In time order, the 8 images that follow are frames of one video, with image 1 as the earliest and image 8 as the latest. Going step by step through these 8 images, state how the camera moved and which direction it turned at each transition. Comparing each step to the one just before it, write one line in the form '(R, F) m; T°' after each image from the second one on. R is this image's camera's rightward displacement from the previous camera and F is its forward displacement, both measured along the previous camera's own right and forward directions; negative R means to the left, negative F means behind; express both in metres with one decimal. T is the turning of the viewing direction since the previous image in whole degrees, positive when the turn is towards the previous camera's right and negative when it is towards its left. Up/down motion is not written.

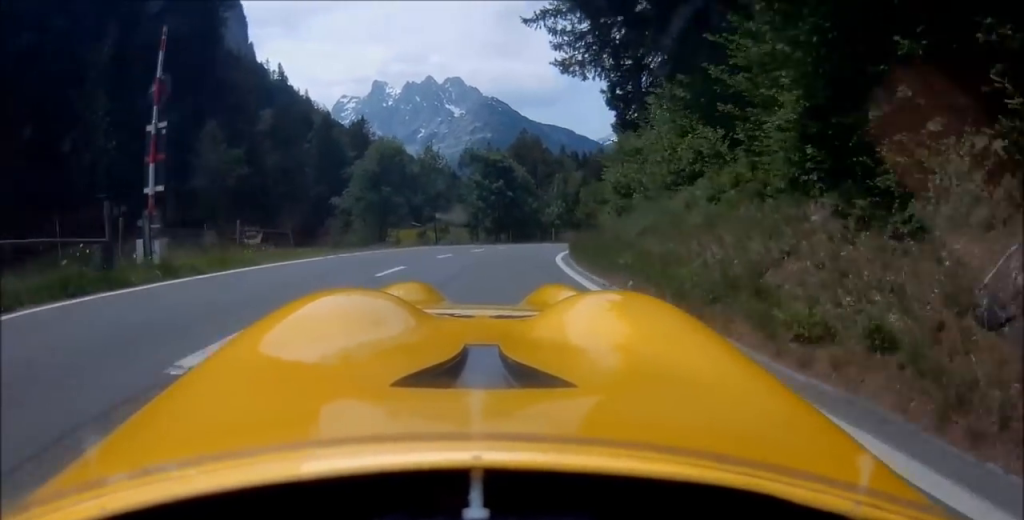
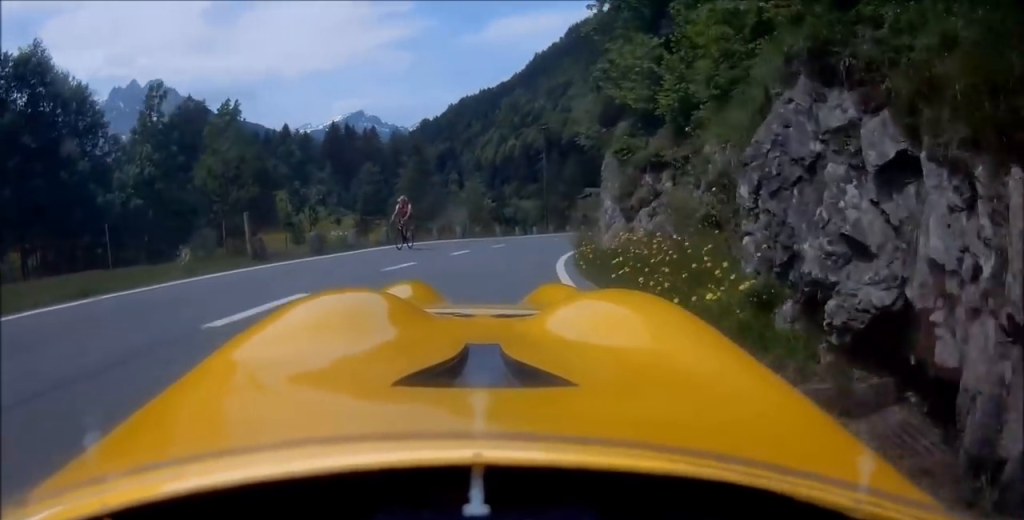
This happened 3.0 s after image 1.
(+11.6, +47.1) m; +36°
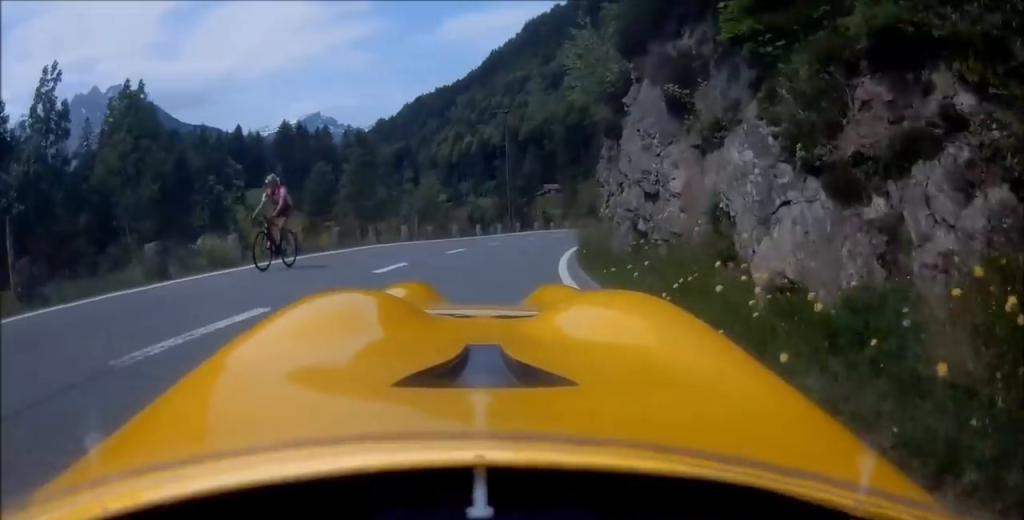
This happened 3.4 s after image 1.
(+0.1, +6.3) m; +6°
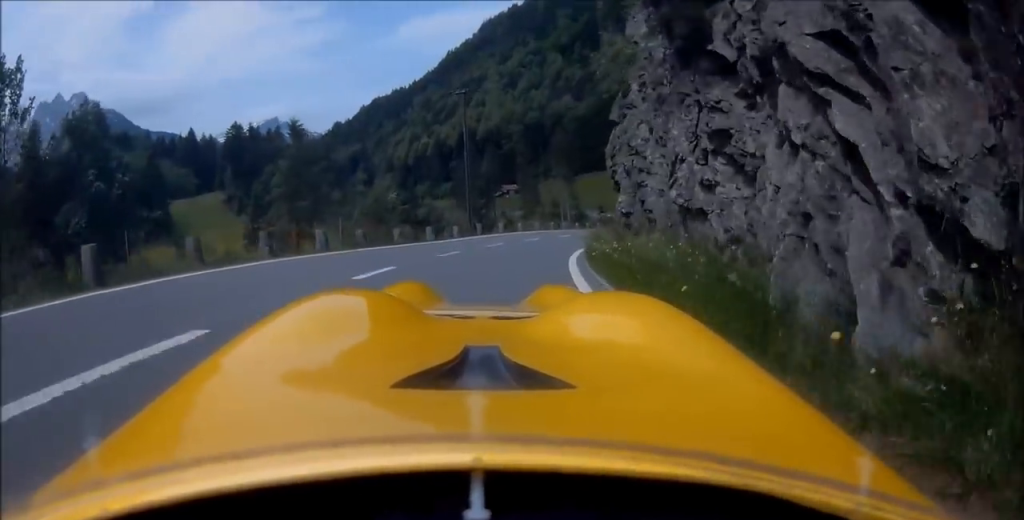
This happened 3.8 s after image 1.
(+0.7, +6.5) m; +3°
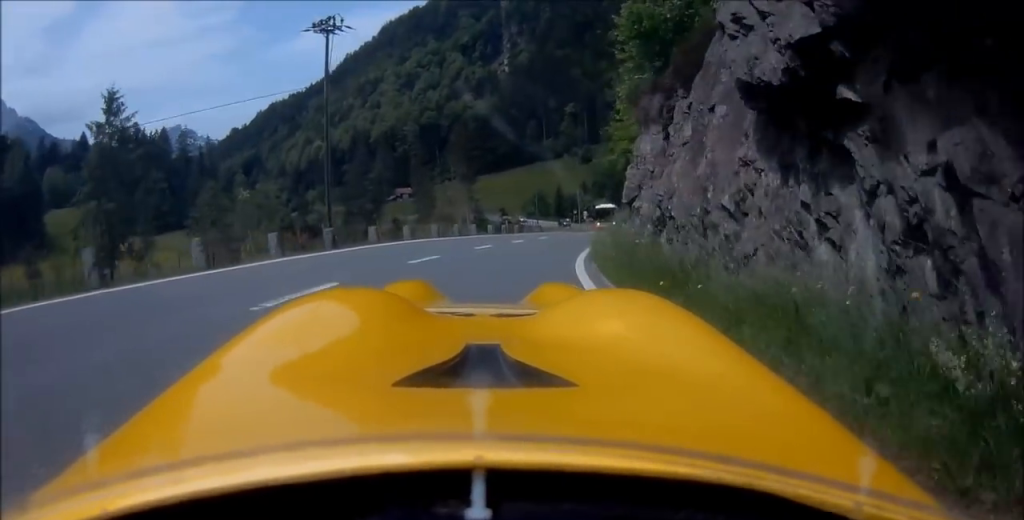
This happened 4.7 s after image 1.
(+0.7, +12.4) m; +8°
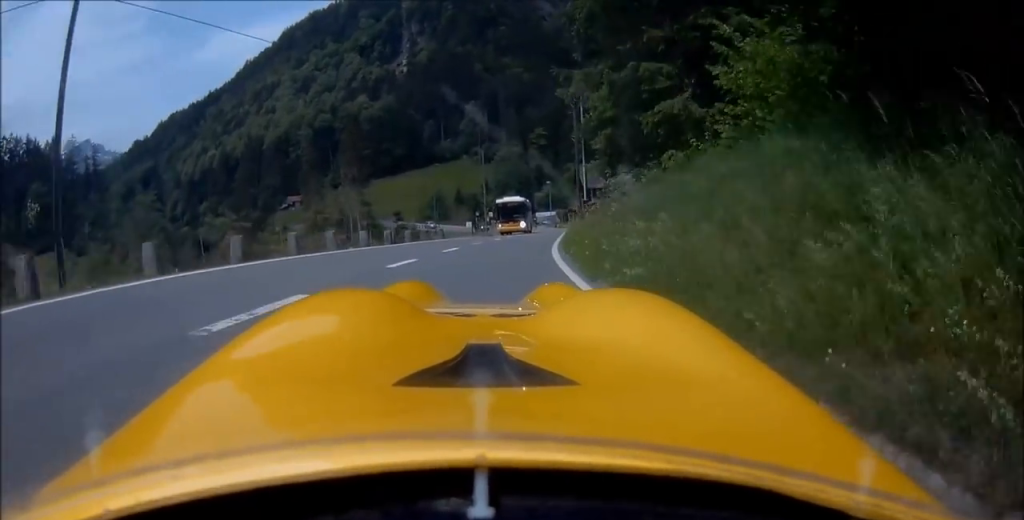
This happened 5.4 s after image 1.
(-0.1, +11.2) m; +9°
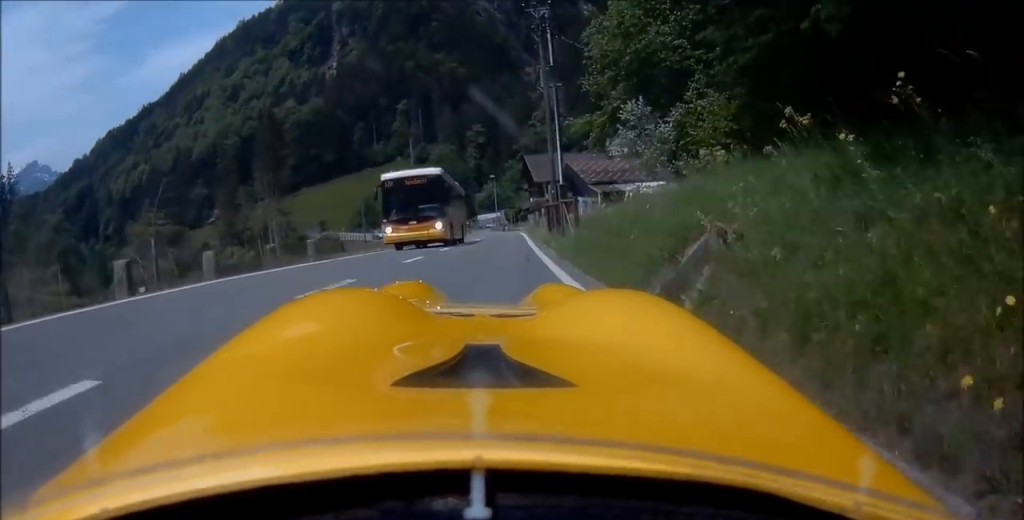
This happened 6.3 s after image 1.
(+2.1, +14.4) m; +10°
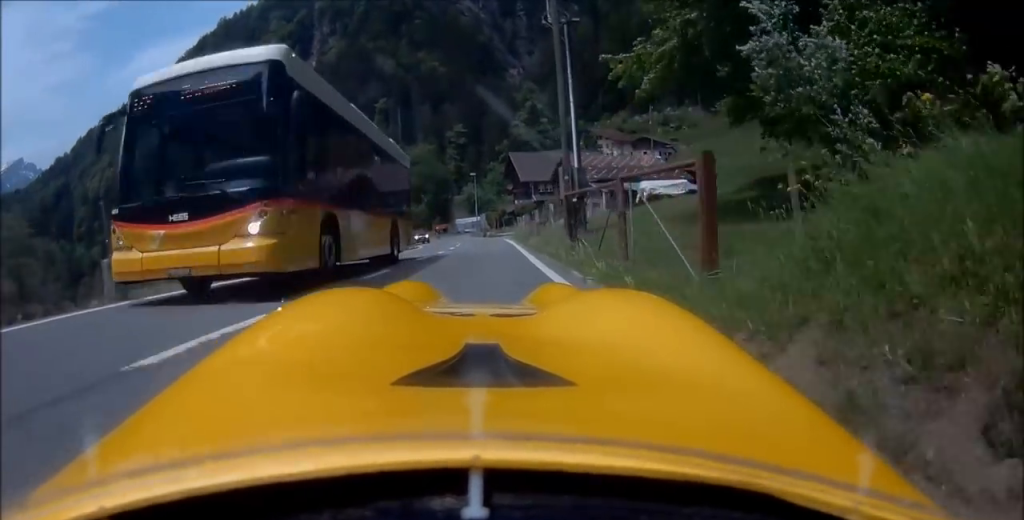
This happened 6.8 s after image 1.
(+0.2, +9.6) m; -1°
